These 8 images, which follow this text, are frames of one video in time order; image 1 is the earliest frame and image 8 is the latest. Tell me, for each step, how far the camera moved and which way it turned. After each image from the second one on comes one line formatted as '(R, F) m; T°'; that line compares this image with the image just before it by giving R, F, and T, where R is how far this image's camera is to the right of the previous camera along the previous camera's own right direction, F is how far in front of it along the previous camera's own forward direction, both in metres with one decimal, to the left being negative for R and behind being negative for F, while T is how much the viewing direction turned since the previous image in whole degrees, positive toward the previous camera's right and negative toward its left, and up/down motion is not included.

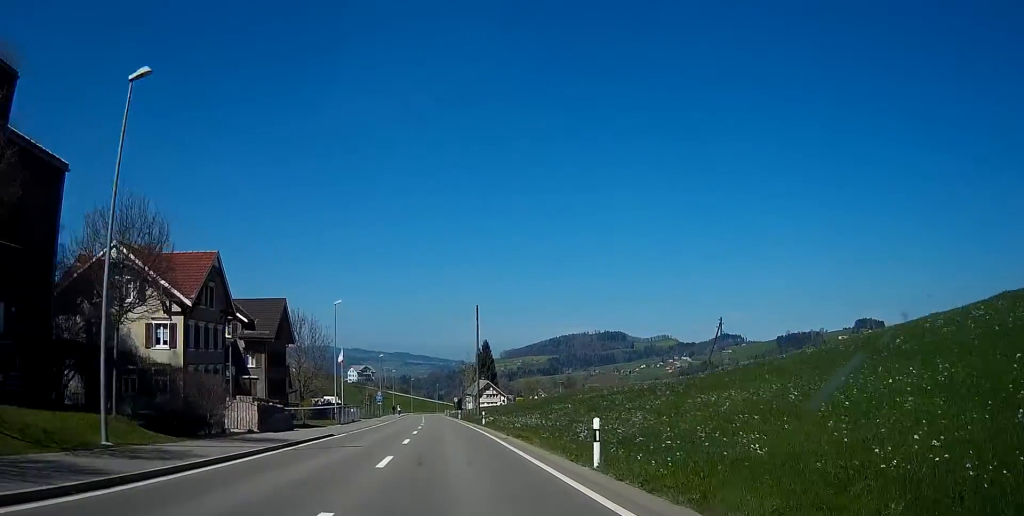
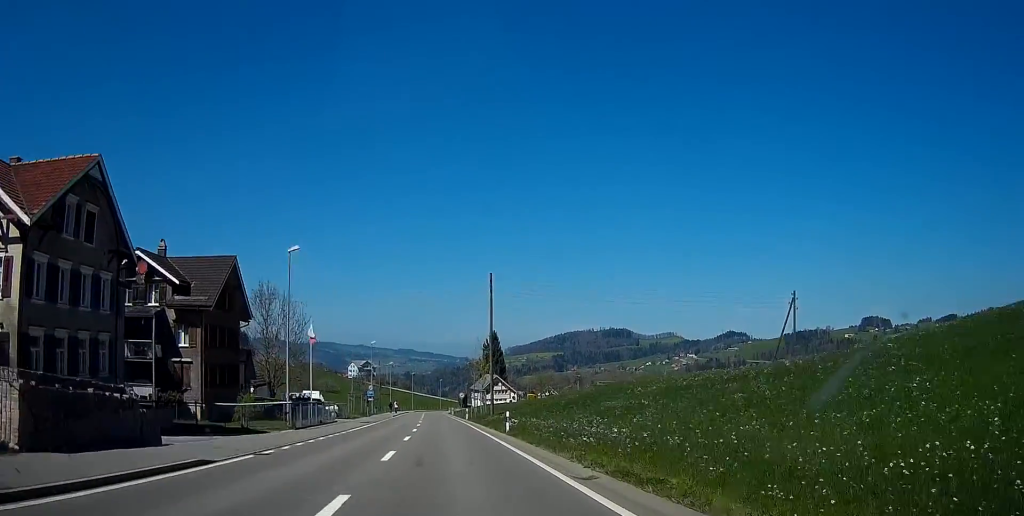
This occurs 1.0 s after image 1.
(0.0, +17.0) m; 0°
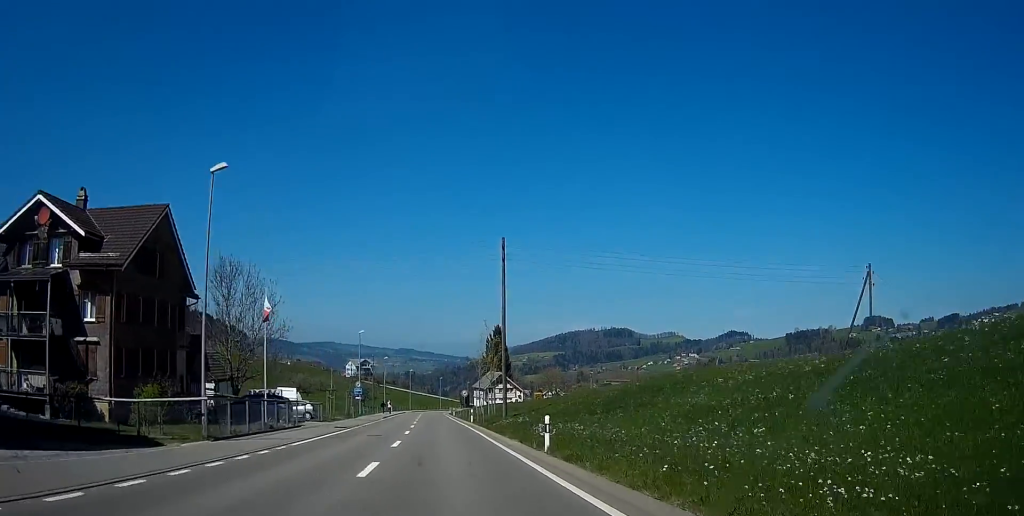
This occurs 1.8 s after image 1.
(0.0, +12.8) m; 0°
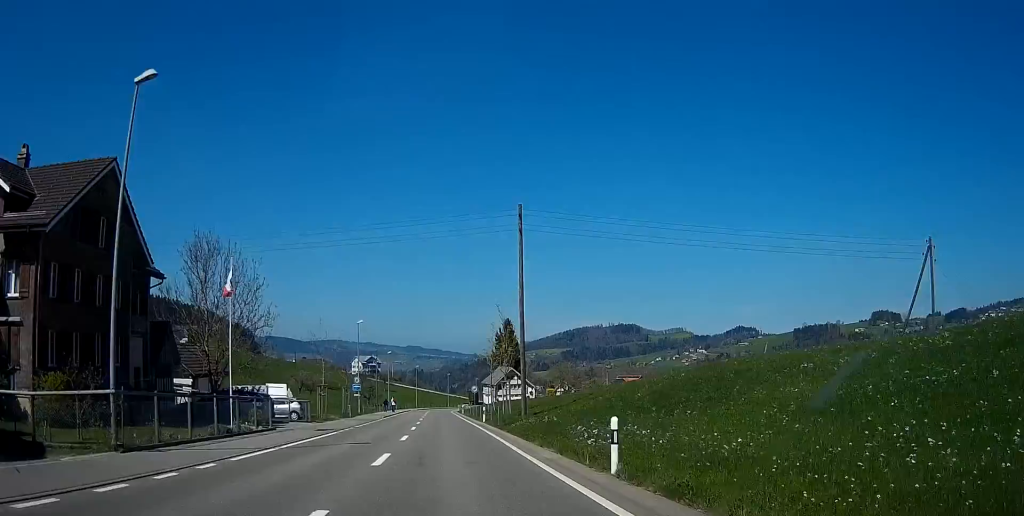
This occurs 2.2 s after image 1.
(0.0, +7.2) m; -1°
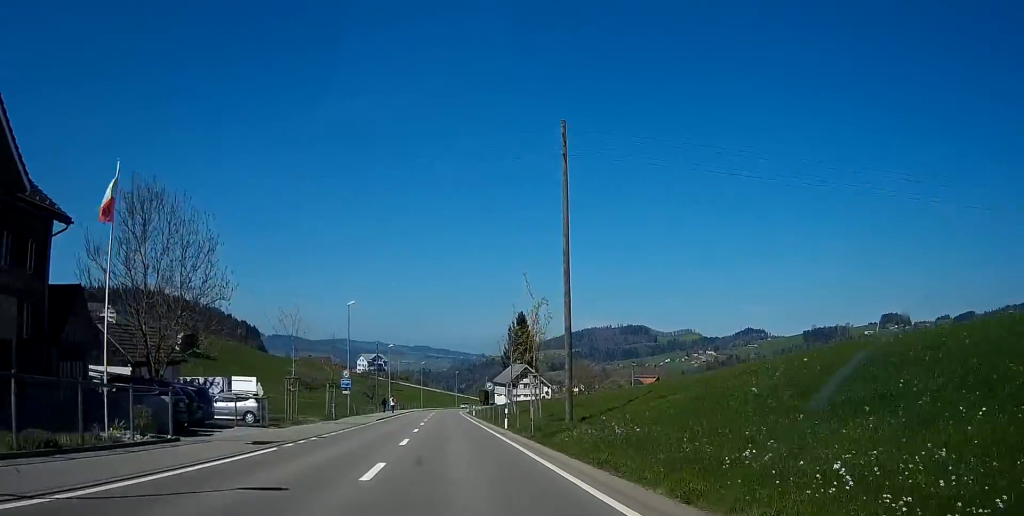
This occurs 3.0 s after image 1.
(-0.2, +12.2) m; -1°
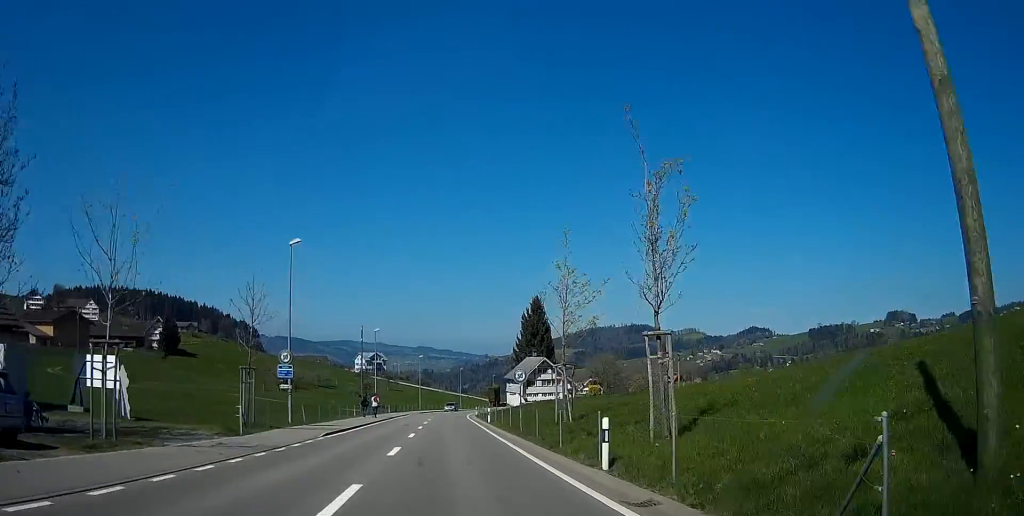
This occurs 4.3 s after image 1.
(-0.1, +22.0) m; 0°
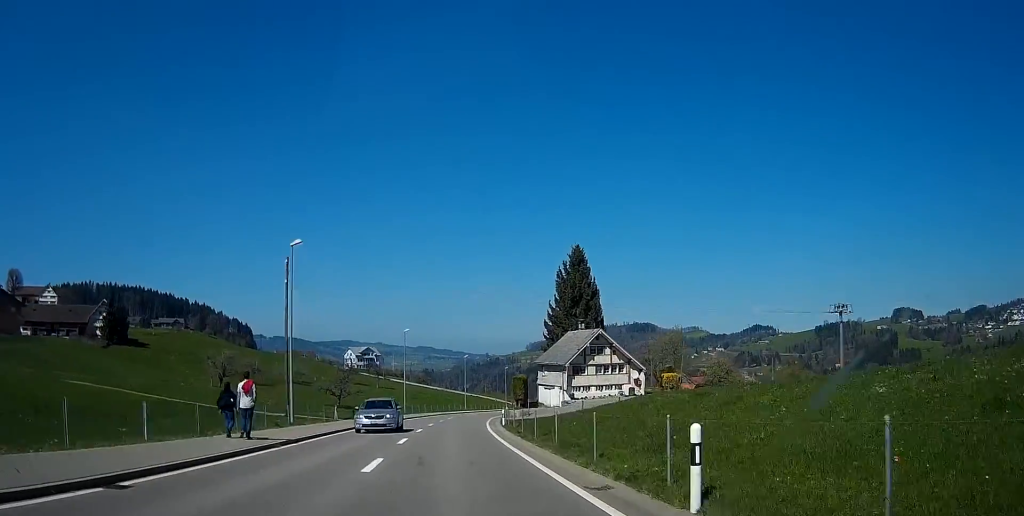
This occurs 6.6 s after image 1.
(-0.3, +40.7) m; 0°
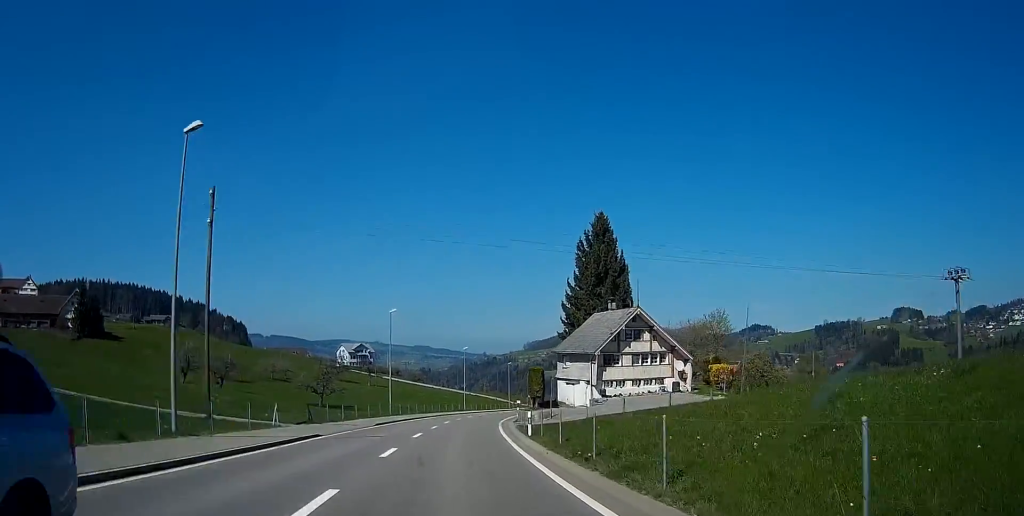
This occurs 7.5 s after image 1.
(+0.1, +15.1) m; +1°
